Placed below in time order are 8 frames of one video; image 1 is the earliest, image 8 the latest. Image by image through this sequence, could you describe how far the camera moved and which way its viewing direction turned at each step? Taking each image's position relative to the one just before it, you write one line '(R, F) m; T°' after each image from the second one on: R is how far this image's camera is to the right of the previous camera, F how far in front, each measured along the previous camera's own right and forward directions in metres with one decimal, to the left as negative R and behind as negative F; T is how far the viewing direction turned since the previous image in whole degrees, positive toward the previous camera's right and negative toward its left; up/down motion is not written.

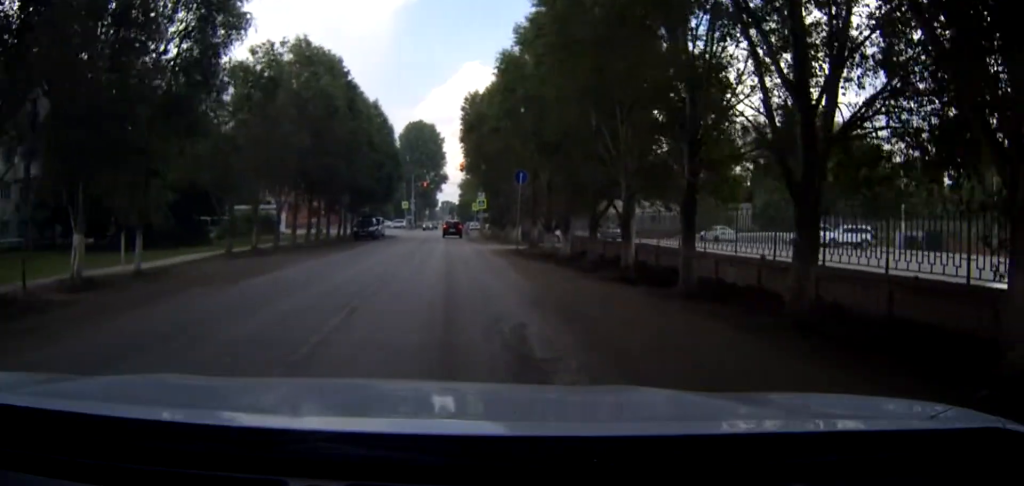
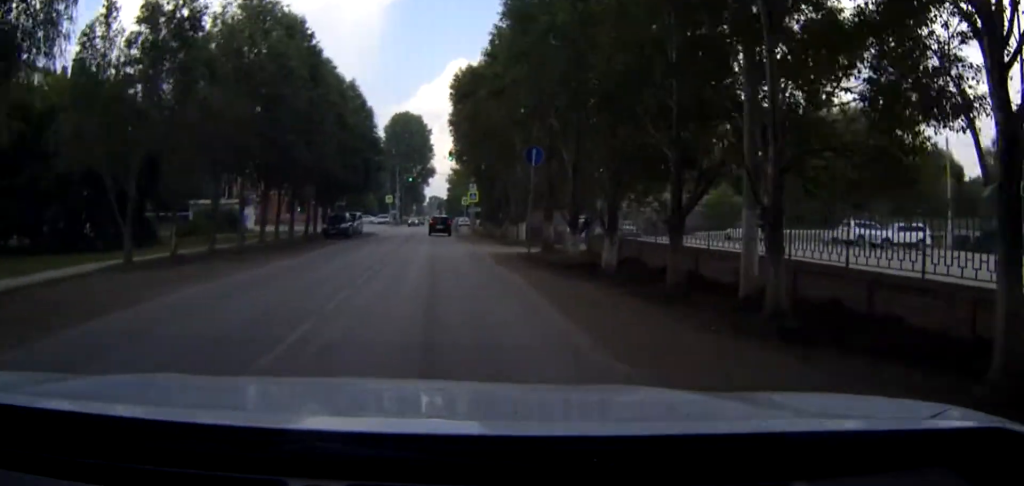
(+0.1, +9.0) m; +2°
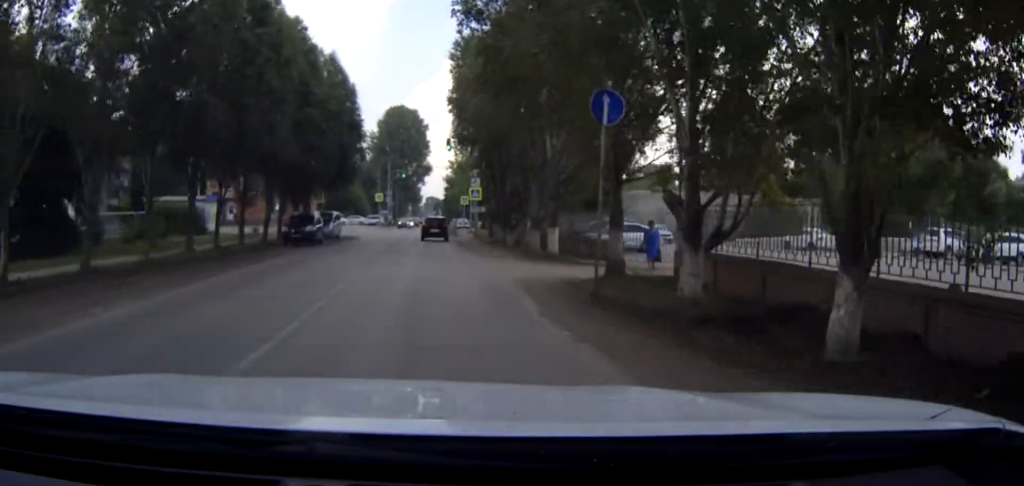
(+0.1, +11.0) m; 0°
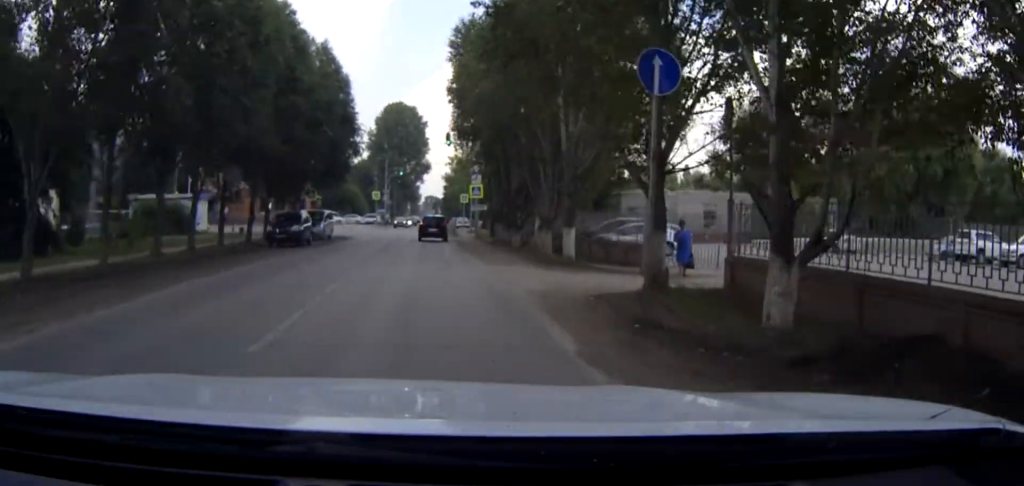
(0.0, +3.2) m; 0°
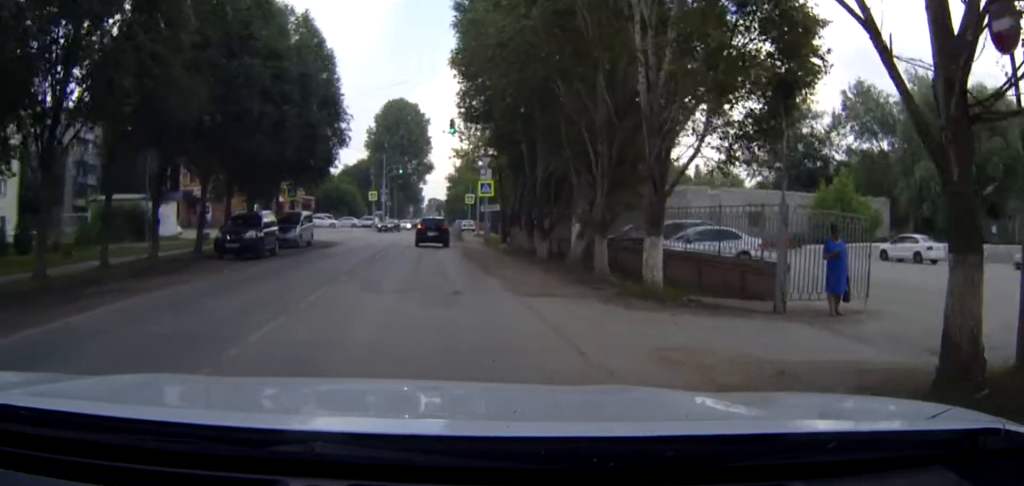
(-0.1, +8.1) m; -2°
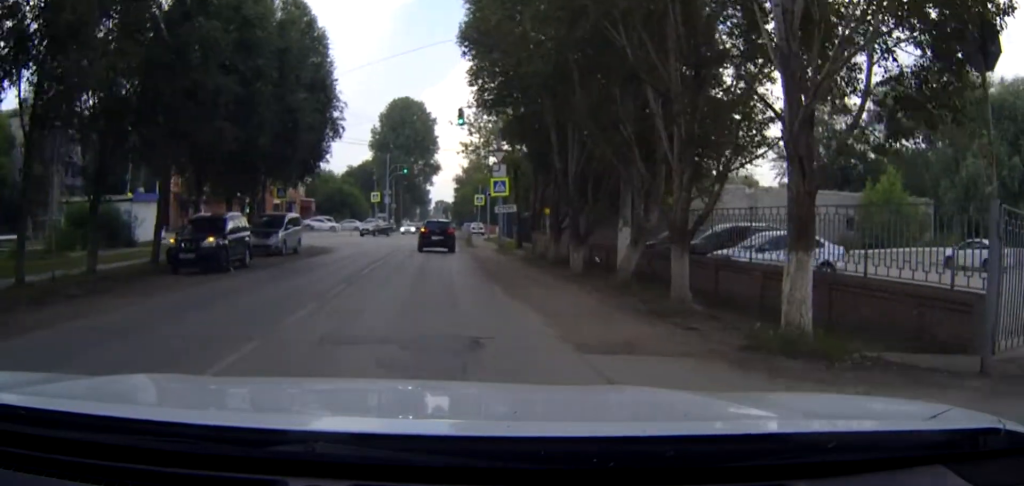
(-0.1, +5.2) m; -1°
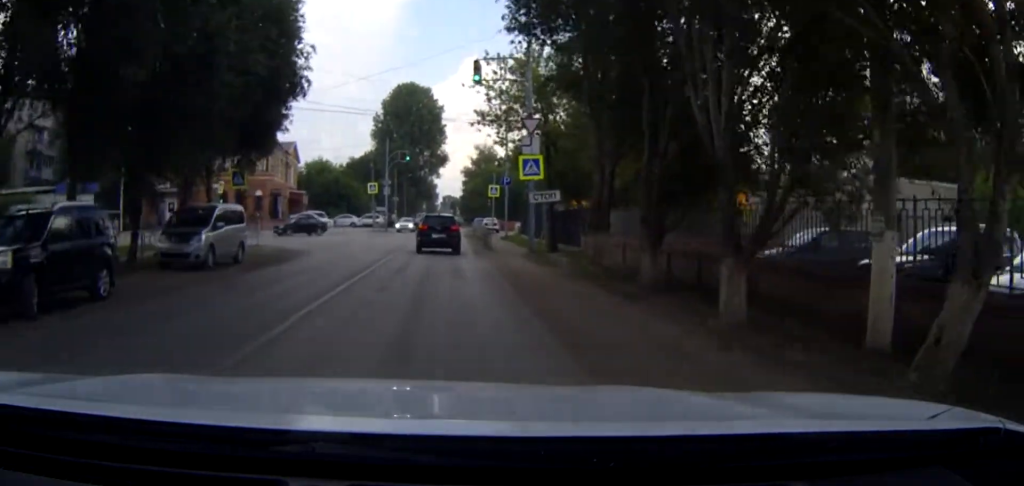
(-0.1, +10.9) m; 0°
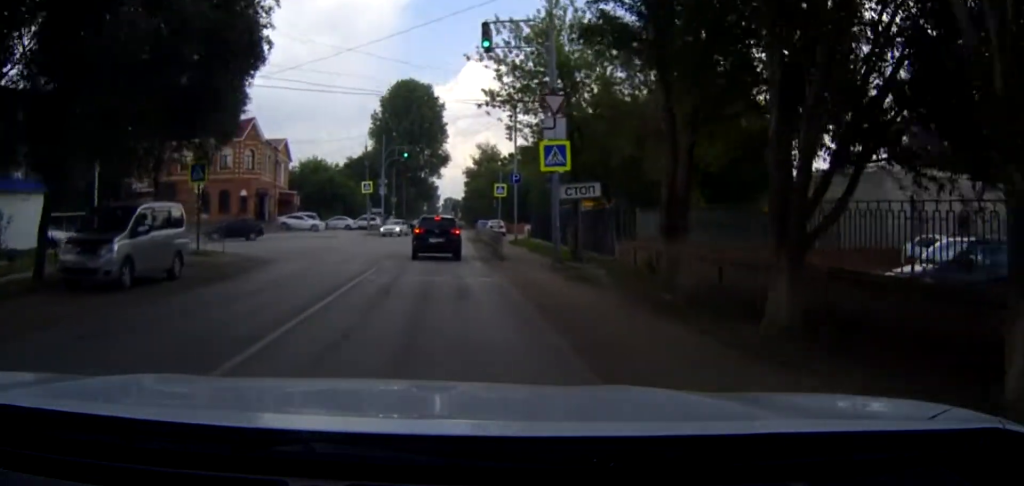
(0.0, +6.1) m; 0°
